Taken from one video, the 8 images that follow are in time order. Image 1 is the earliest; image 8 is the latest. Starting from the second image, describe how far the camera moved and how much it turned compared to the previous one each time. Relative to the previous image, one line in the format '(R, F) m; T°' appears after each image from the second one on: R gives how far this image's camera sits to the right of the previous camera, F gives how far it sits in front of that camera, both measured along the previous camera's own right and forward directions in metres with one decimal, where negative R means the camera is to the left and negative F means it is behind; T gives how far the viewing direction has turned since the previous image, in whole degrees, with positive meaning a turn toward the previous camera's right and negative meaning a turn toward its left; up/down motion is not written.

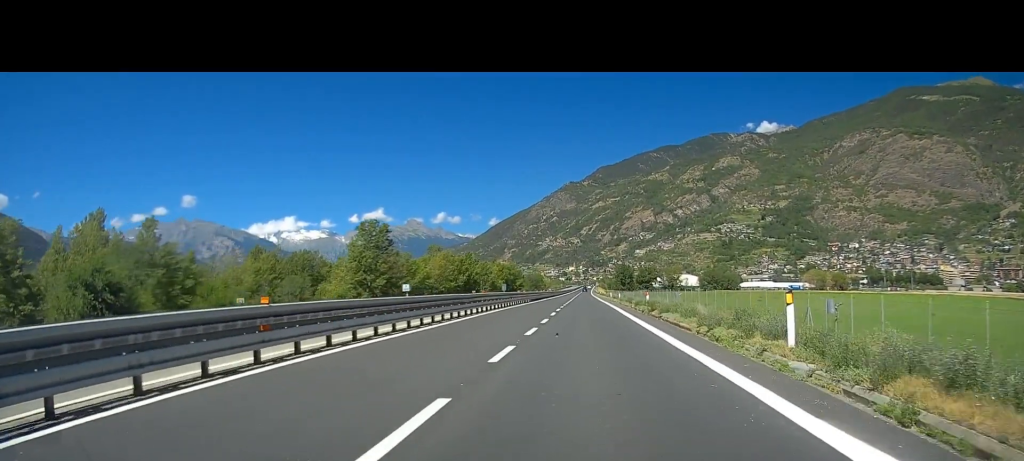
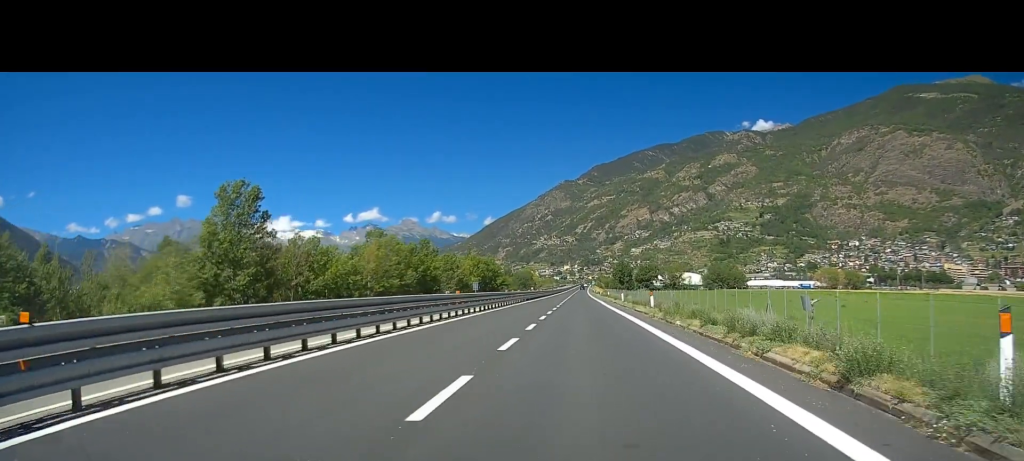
(-0.3, +33.6) m; -1°
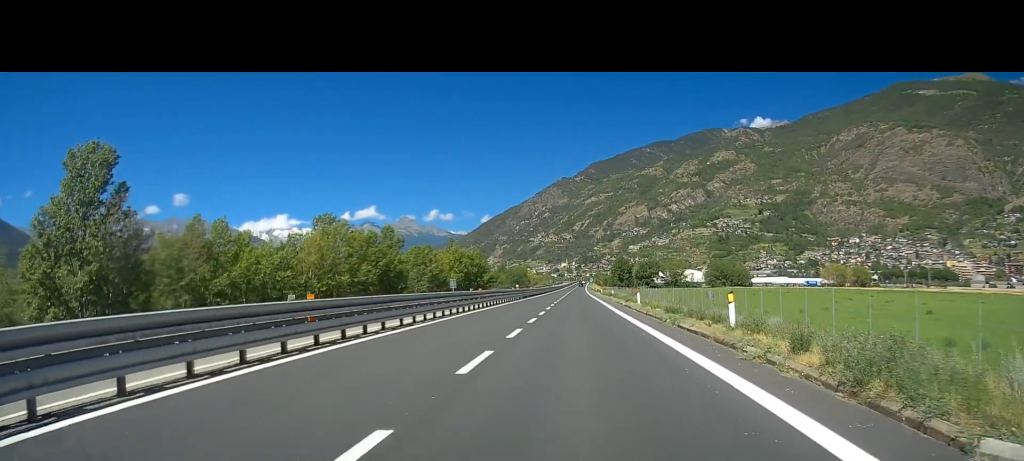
(-0.1, +17.9) m; 0°
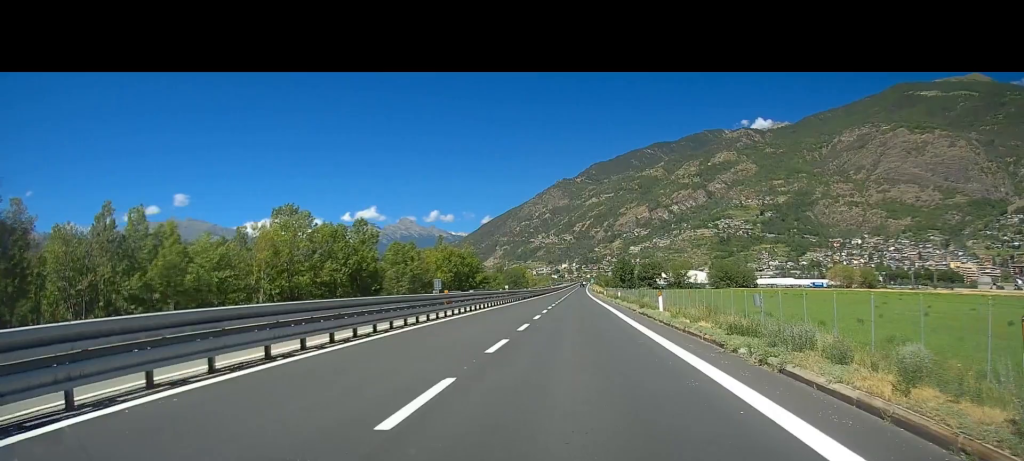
(+0.1, +10.6) m; 0°
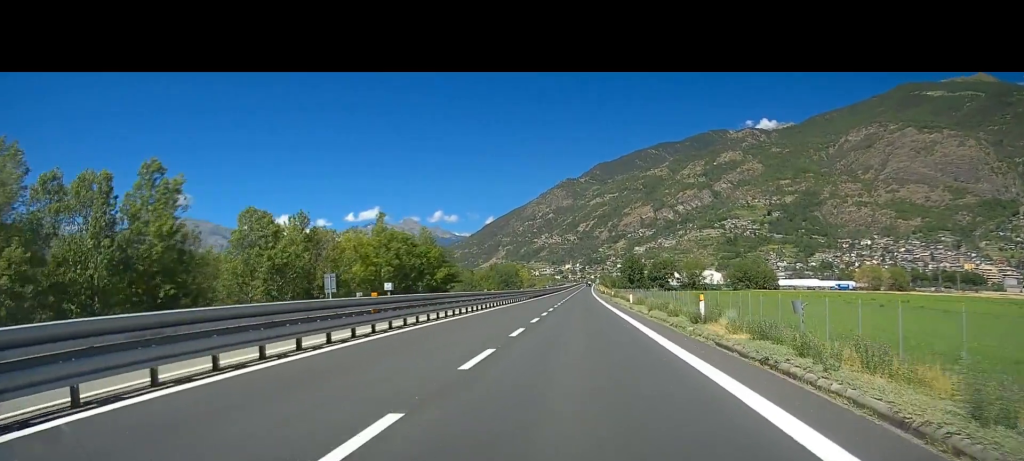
(+0.3, +38.2) m; 0°
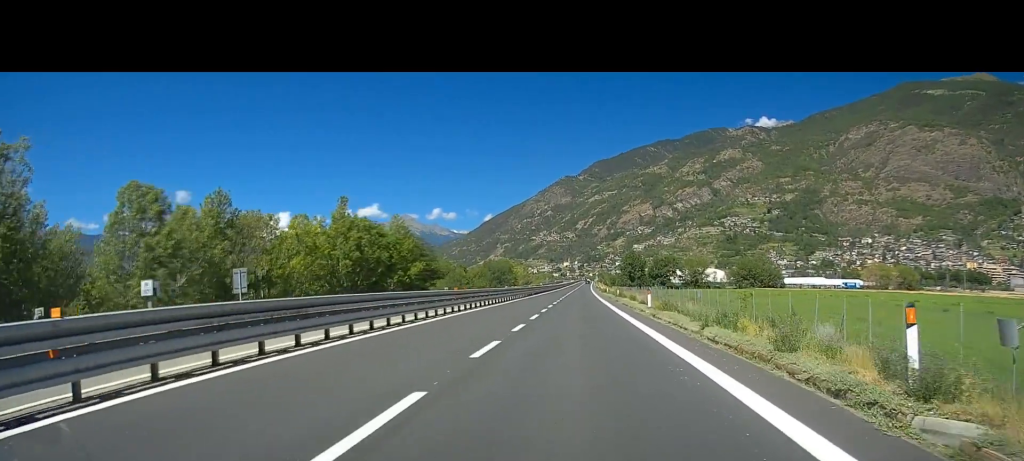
(0.0, +13.2) m; -1°
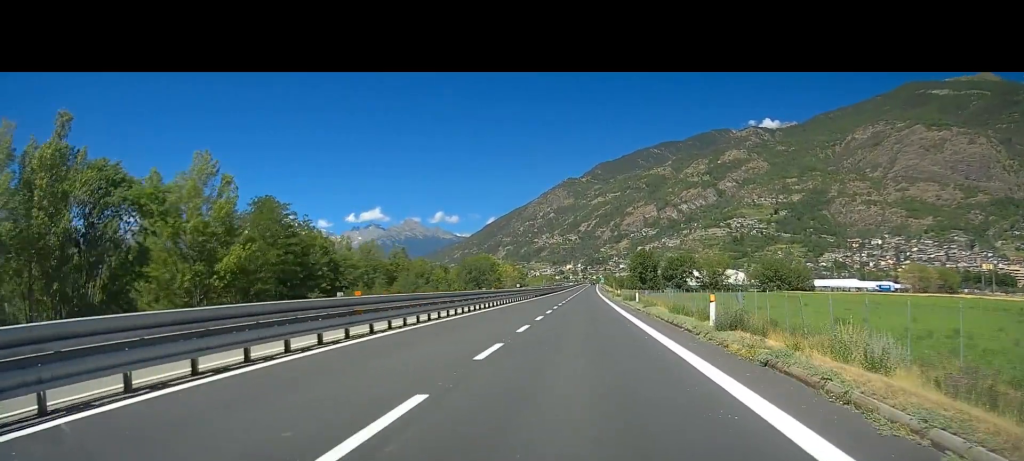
(-0.5, +42.0) m; 0°
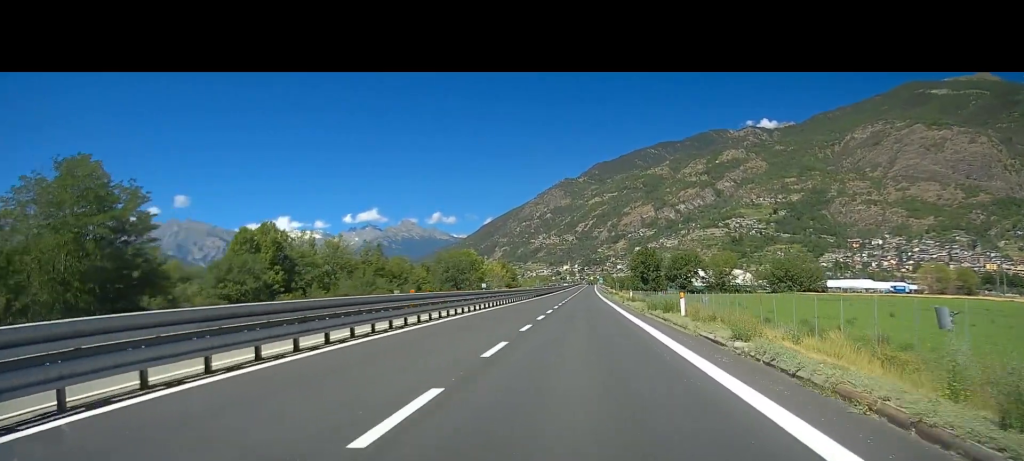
(+0.3, +20.7) m; +1°
